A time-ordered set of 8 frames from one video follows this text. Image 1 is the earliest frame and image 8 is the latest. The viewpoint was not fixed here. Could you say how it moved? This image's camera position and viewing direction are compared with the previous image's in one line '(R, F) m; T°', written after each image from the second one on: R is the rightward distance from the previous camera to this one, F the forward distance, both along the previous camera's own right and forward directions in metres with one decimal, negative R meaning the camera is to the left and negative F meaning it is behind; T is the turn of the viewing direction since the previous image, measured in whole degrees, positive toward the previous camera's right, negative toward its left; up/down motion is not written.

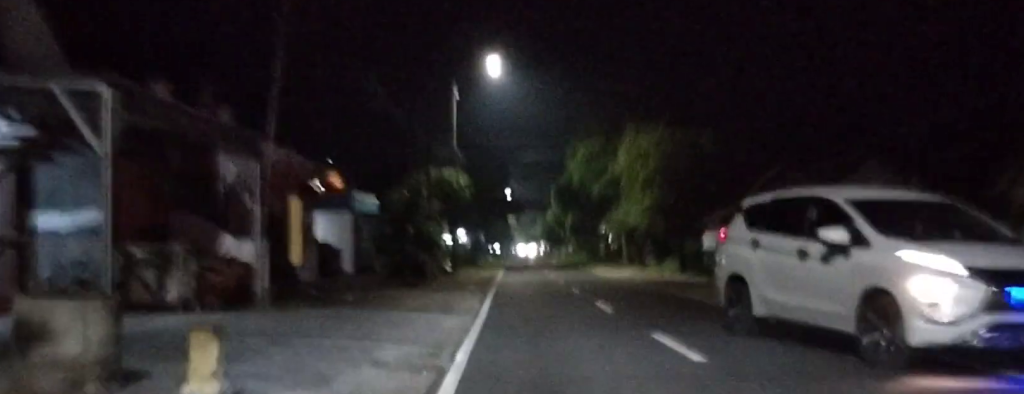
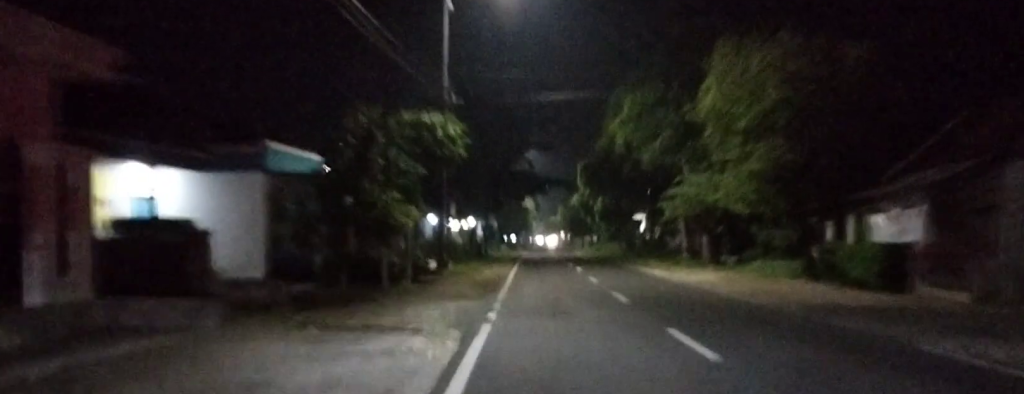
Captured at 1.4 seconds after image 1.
(+0.1, +15.5) m; 0°
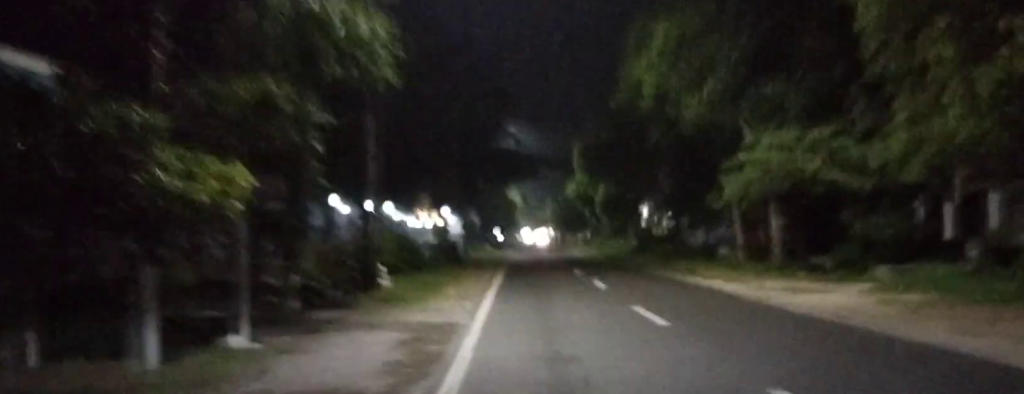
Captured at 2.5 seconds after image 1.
(-0.1, +13.2) m; +1°
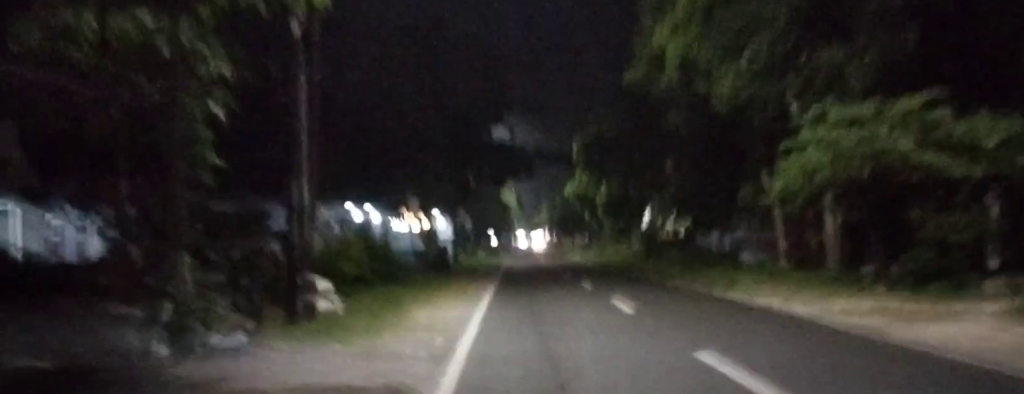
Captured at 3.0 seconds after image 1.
(+0.2, +5.0) m; 0°
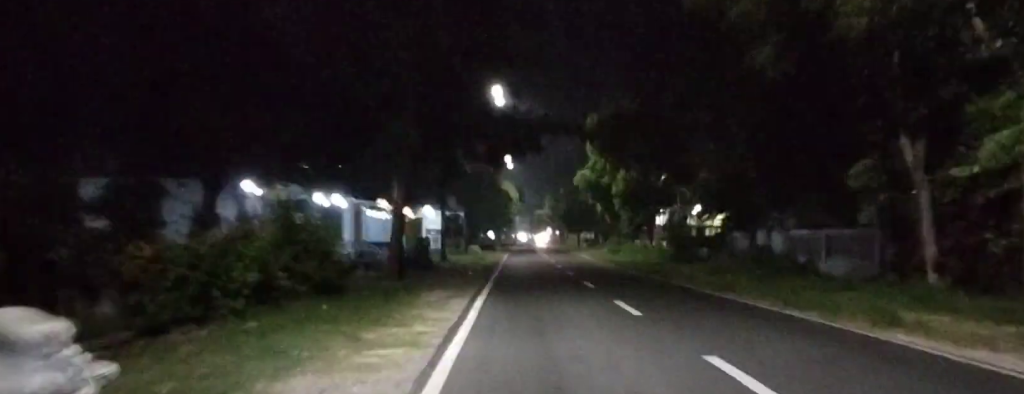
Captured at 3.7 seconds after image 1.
(+0.1, +8.6) m; 0°
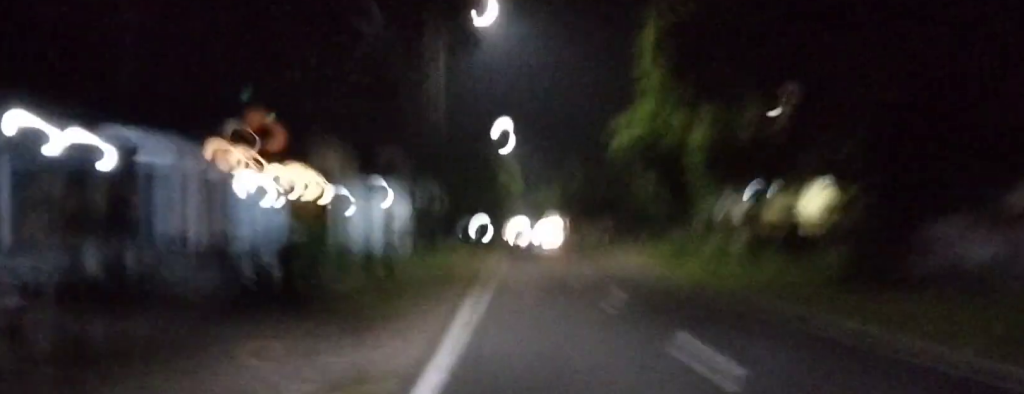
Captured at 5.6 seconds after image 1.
(-0.4, +21.7) m; -1°
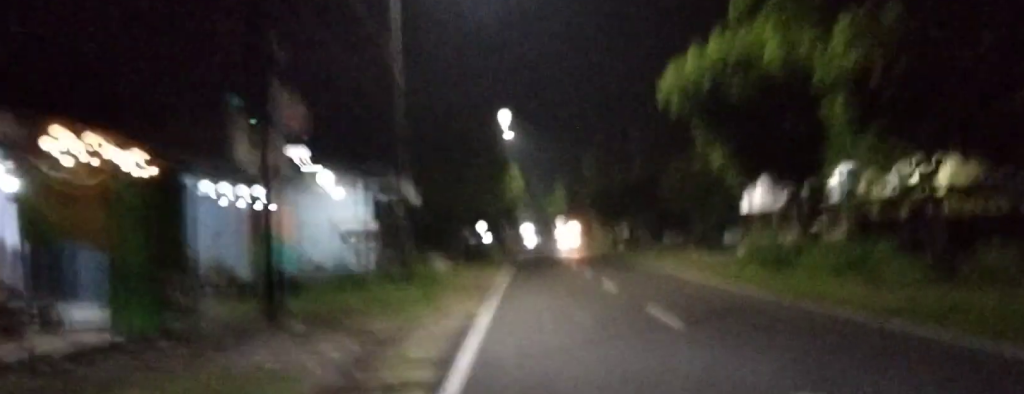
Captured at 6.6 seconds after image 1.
(+0.1, +11.4) m; 0°
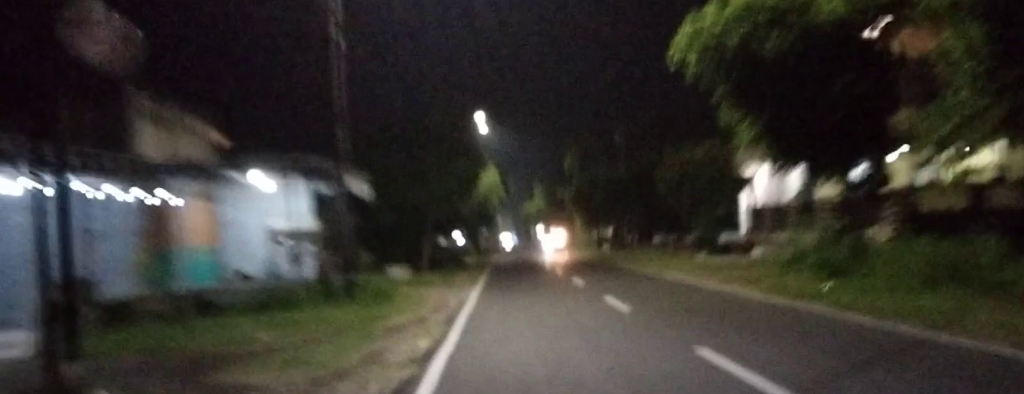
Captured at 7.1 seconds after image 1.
(0.0, +5.4) m; 0°
